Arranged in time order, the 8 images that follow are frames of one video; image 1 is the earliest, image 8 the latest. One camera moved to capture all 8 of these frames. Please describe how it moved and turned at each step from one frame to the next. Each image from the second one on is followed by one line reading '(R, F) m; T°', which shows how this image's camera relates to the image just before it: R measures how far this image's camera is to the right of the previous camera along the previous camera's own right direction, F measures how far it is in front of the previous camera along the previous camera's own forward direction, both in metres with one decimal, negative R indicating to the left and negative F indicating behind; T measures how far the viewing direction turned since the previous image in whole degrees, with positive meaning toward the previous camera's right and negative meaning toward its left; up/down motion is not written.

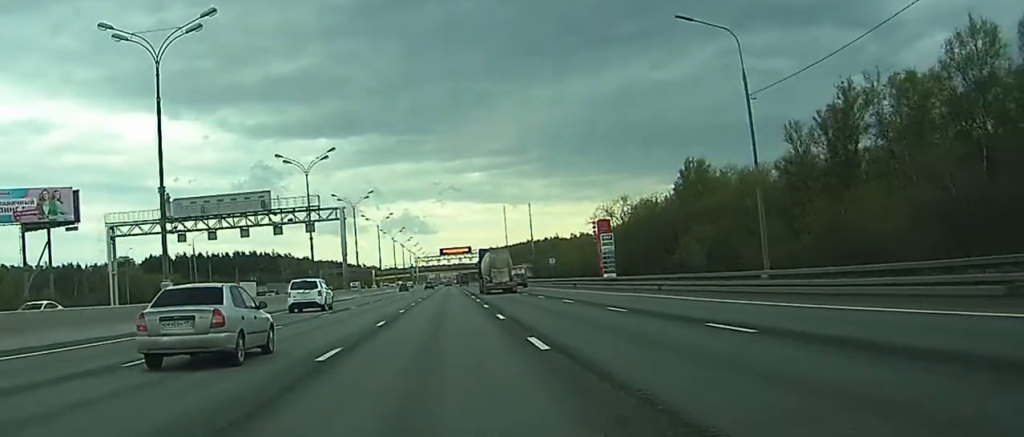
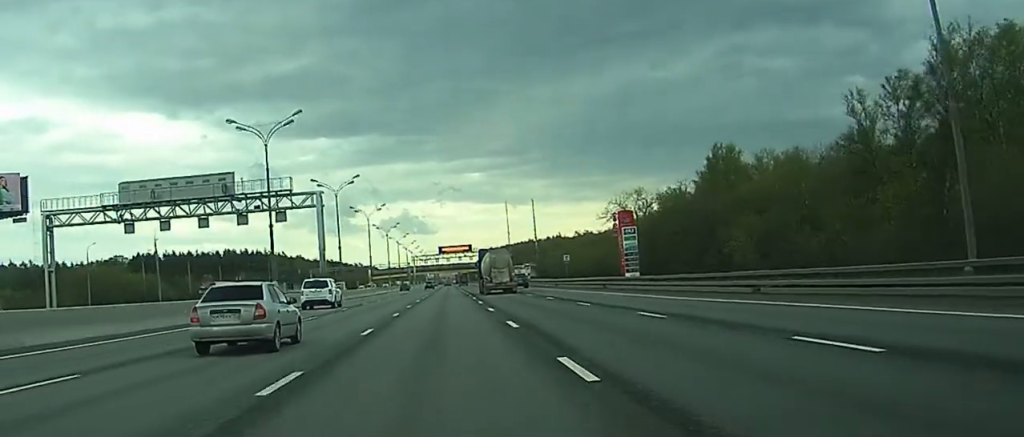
(0.0, +19.9) m; 0°
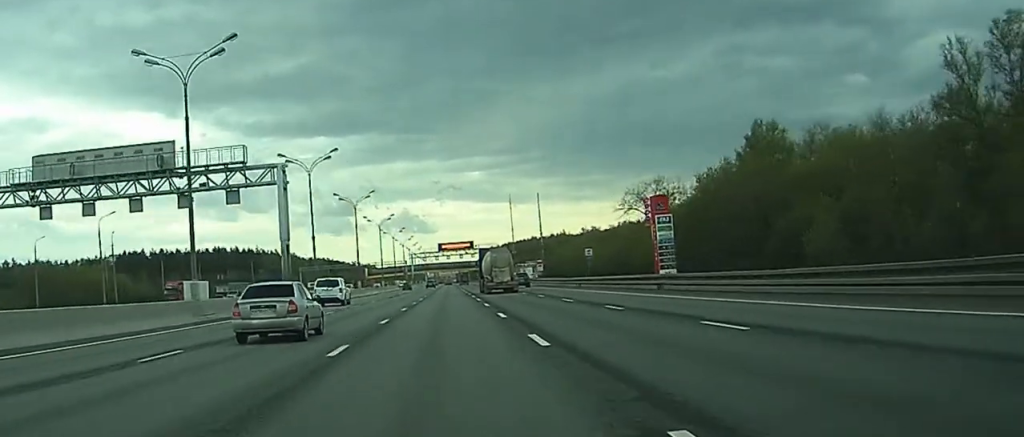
(0.0, +24.1) m; 0°
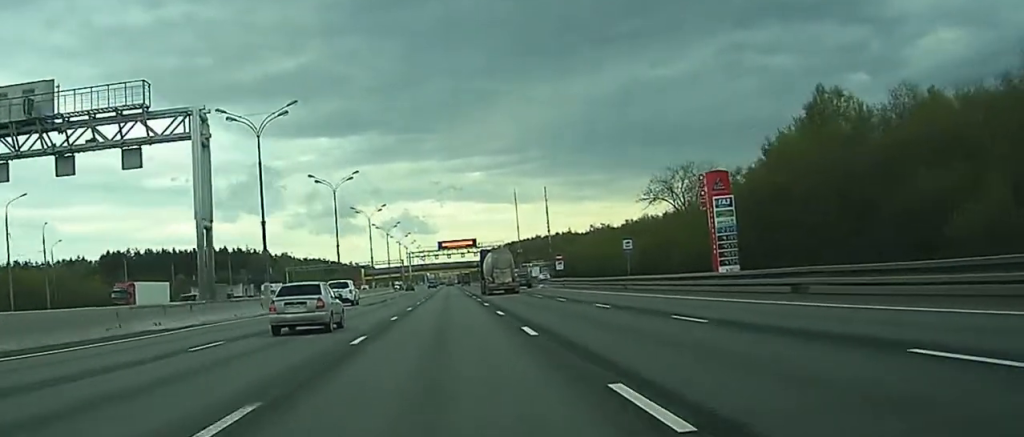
(-0.1, +26.6) m; 0°
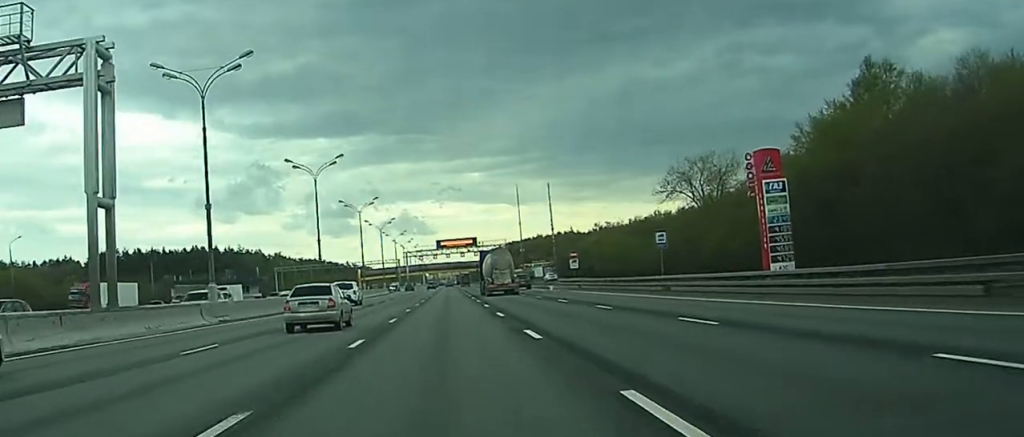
(-0.1, +15.6) m; 0°
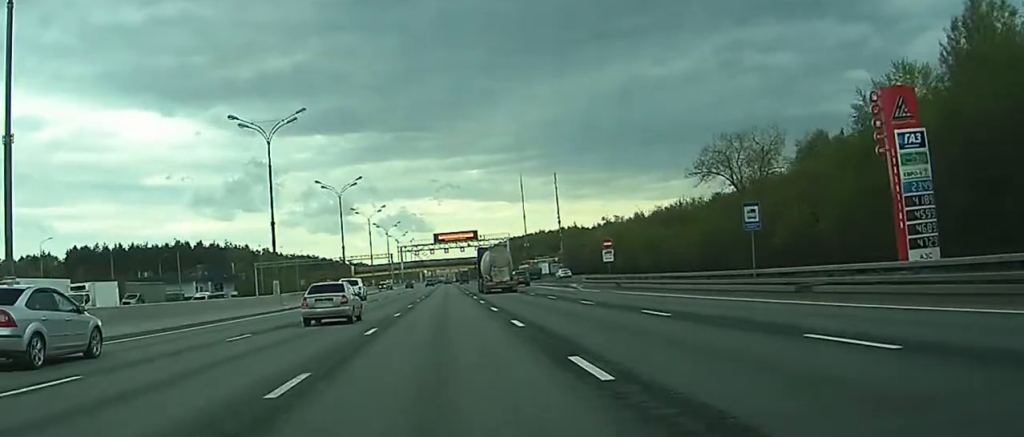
(0.0, +22.8) m; 0°
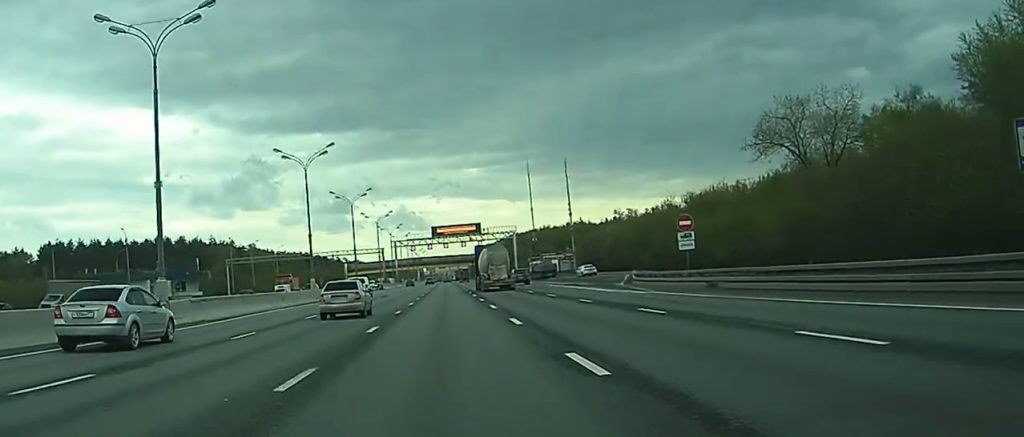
(0.0, +25.0) m; 0°
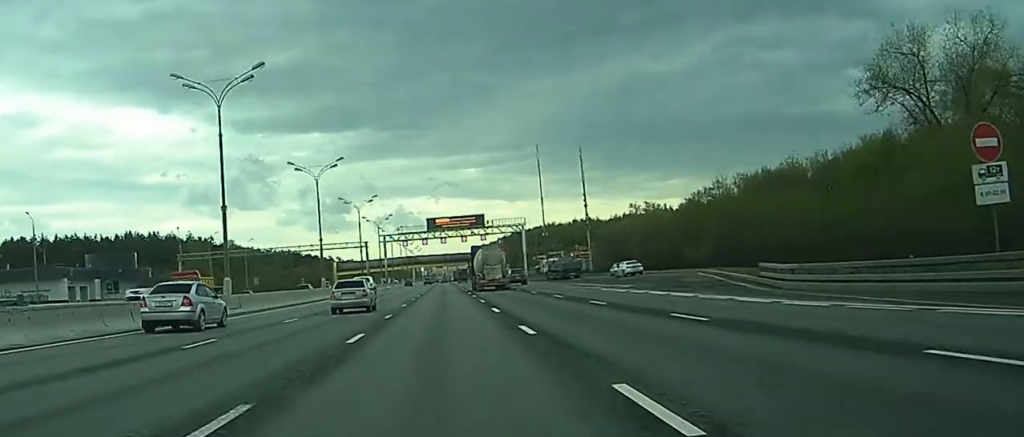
(0.0, +28.5) m; 0°
